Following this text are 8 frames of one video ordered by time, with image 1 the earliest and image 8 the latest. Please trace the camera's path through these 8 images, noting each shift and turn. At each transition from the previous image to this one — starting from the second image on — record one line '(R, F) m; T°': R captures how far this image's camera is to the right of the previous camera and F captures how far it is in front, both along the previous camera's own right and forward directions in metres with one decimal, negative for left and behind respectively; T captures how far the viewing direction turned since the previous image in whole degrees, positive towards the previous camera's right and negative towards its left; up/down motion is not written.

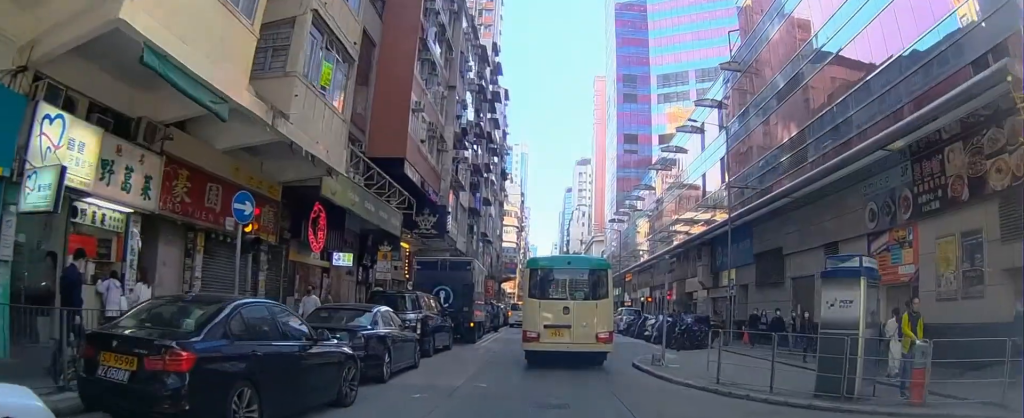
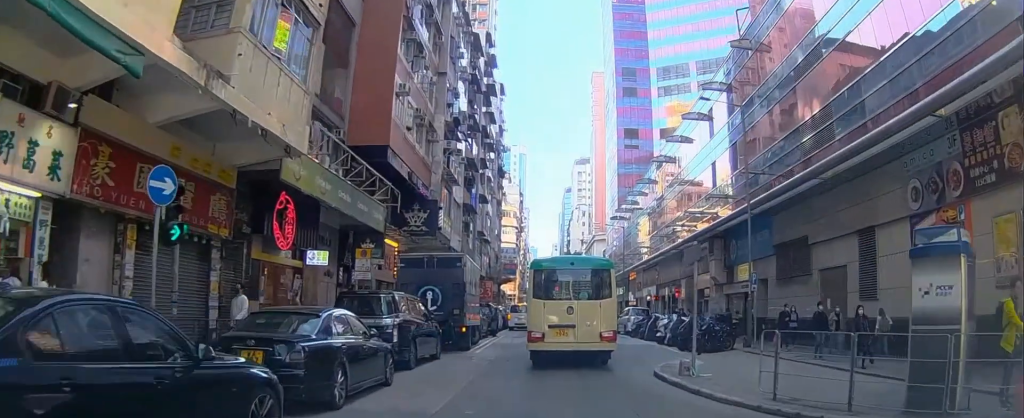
(0.0, +2.7) m; 0°
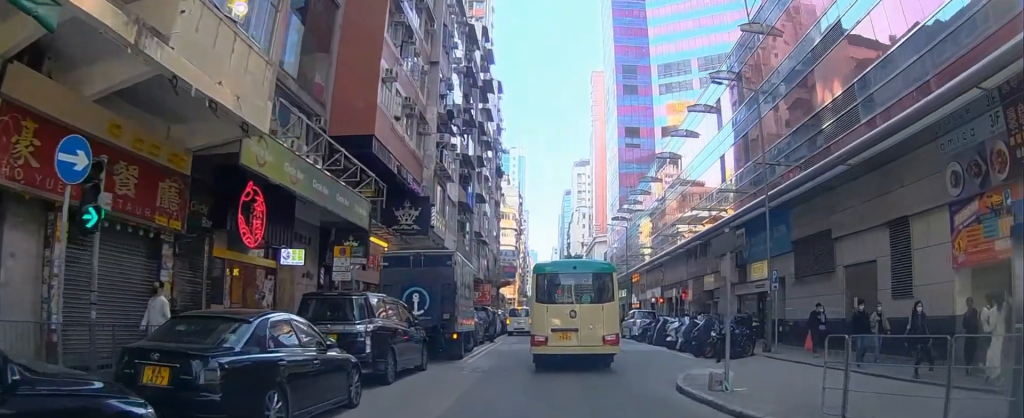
(0.0, +2.2) m; 0°
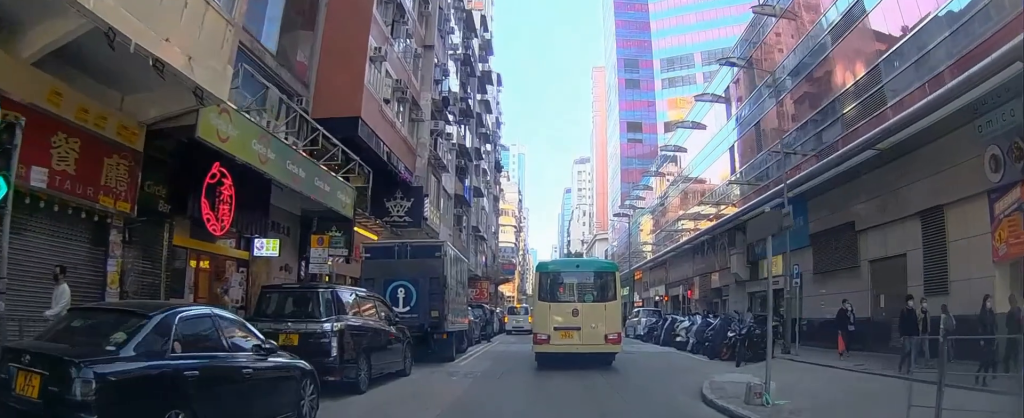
(0.0, +1.9) m; 0°
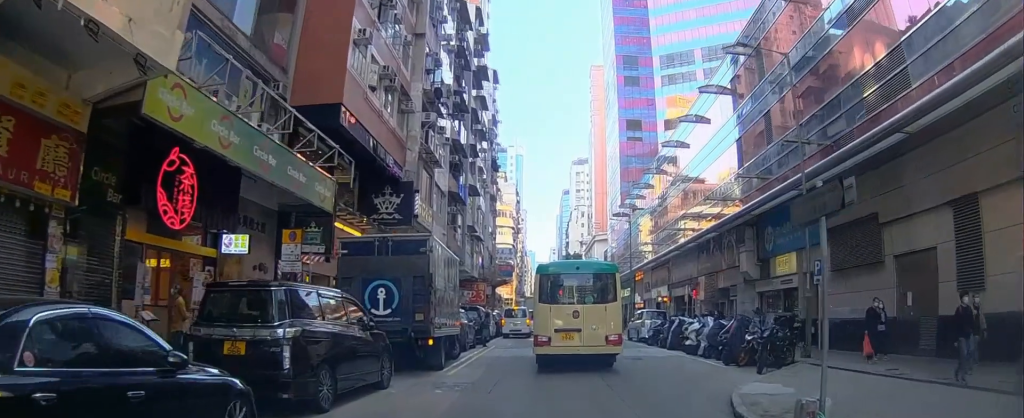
(0.0, +1.8) m; 0°
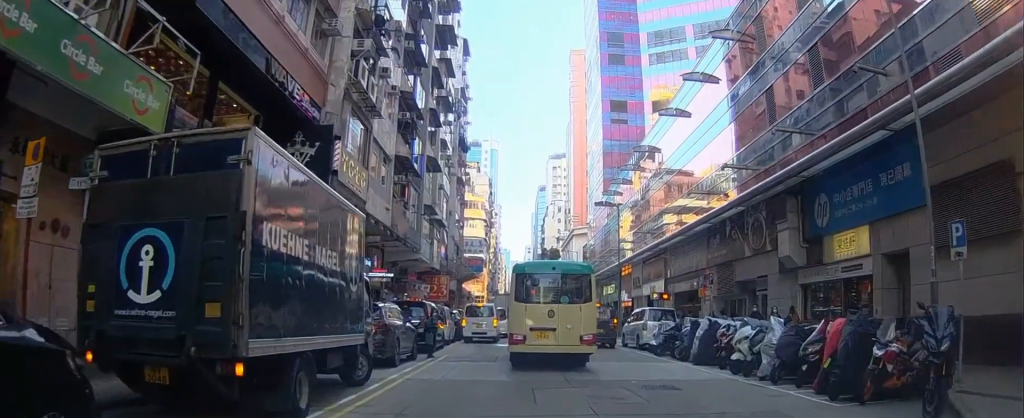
(+0.1, +8.2) m; +3°
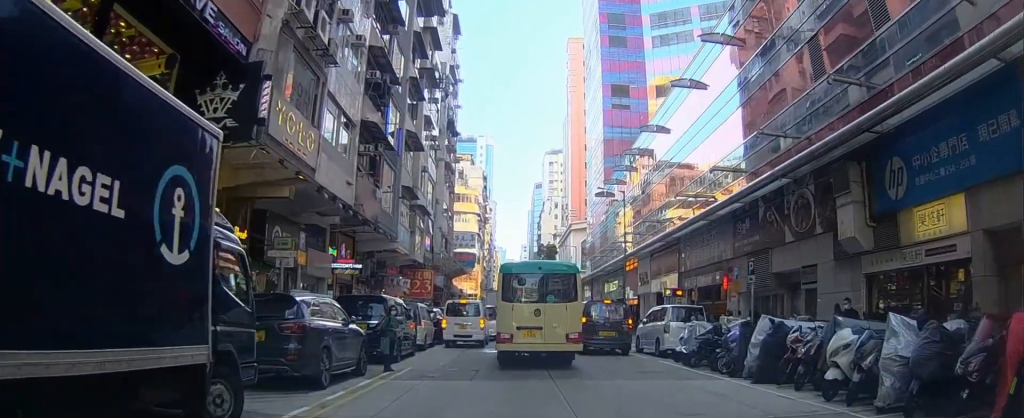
(+0.2, +5.9) m; +2°
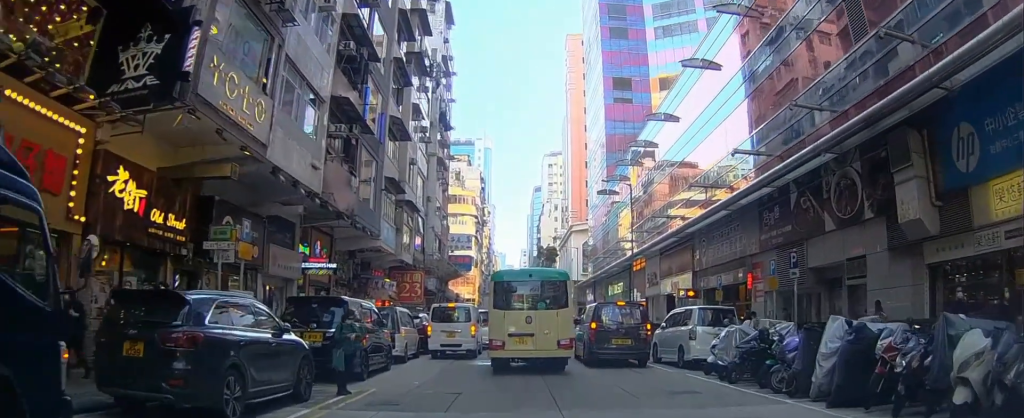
(0.0, +3.5) m; 0°
